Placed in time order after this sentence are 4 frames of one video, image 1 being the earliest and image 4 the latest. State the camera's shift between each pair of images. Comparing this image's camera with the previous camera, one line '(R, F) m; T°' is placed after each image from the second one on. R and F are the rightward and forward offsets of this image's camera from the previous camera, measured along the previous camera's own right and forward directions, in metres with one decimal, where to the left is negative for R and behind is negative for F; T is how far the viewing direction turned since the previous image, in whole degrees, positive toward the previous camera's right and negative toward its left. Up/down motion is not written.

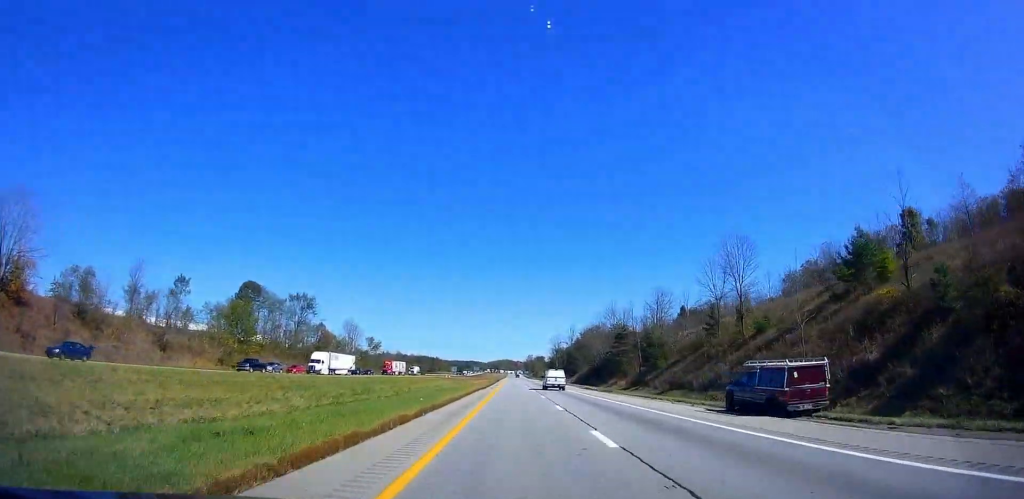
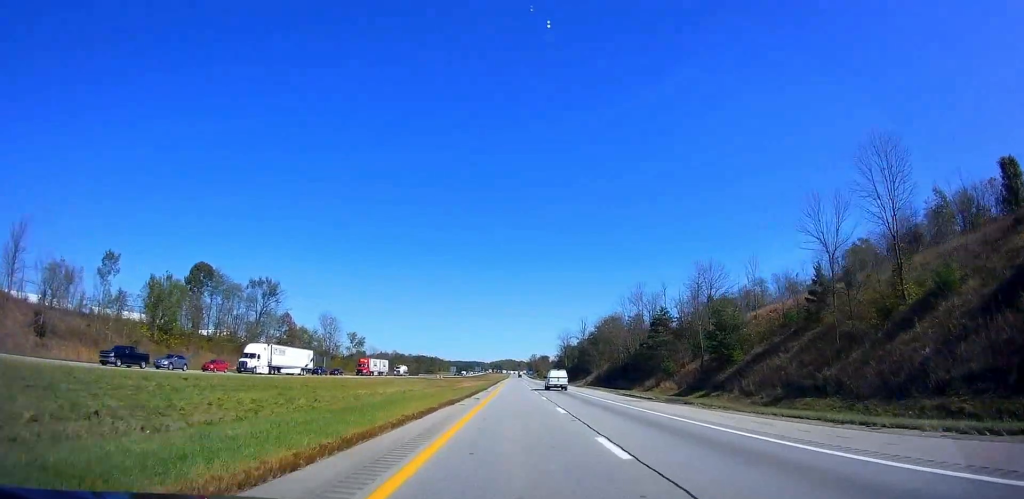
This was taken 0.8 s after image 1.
(+0.3, +26.0) m; 0°
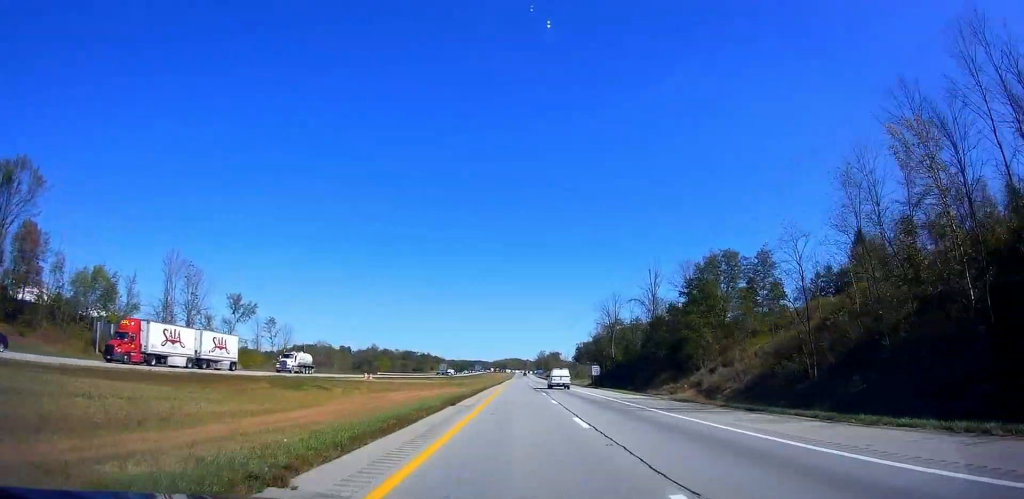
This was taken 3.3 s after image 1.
(-1.6, +80.3) m; -1°
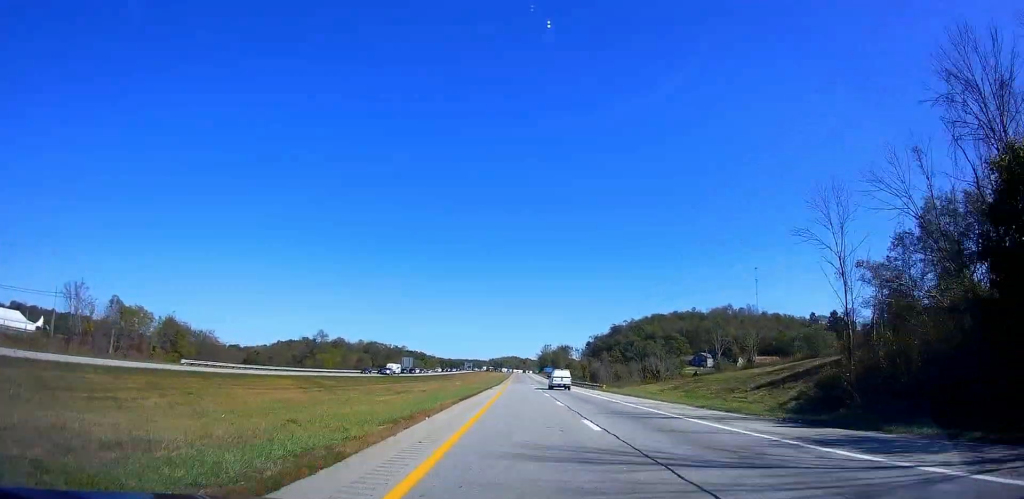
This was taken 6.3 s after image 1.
(+1.1, +97.5) m; 0°
